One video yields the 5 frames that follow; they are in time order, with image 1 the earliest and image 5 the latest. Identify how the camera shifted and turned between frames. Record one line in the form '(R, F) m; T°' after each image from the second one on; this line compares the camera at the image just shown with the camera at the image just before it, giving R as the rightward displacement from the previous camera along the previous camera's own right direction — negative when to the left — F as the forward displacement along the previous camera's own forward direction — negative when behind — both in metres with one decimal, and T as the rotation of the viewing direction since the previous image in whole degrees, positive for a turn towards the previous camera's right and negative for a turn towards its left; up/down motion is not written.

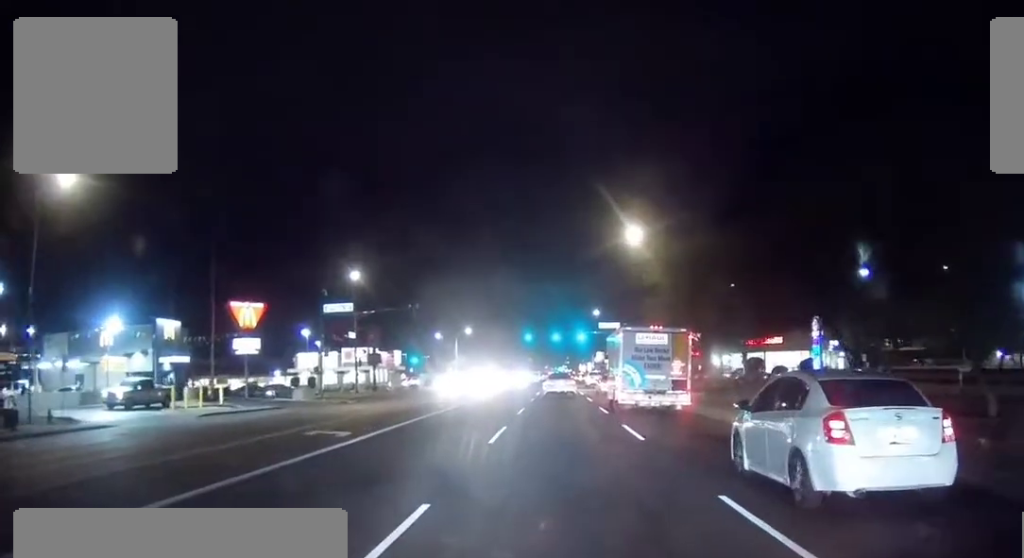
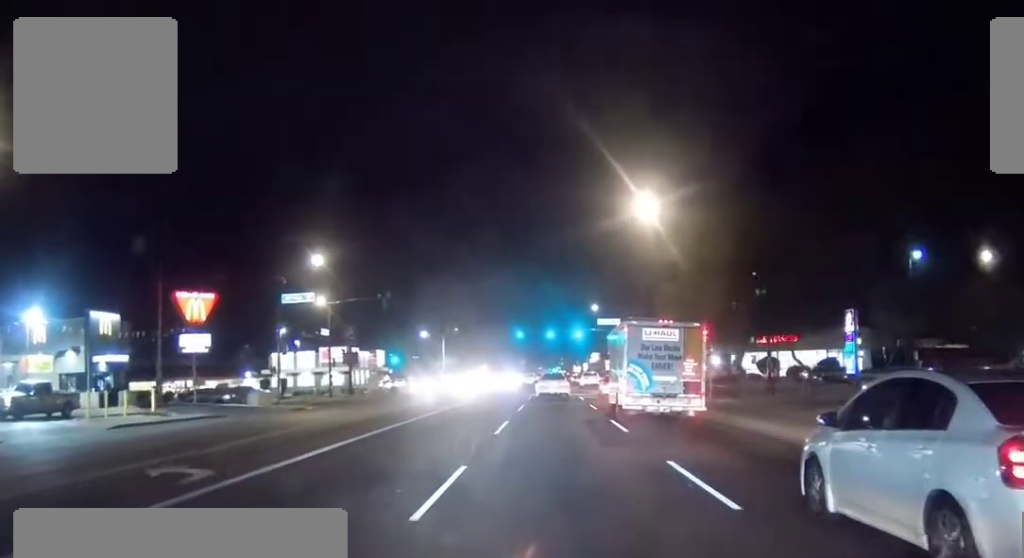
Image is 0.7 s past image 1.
(0.0, +8.9) m; 0°
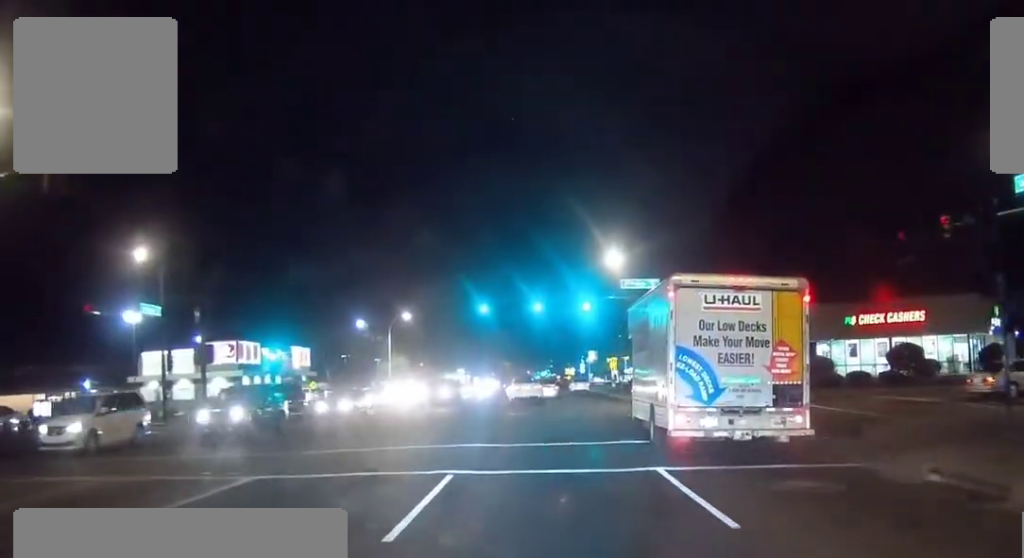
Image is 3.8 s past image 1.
(-0.8, +36.4) m; 0°
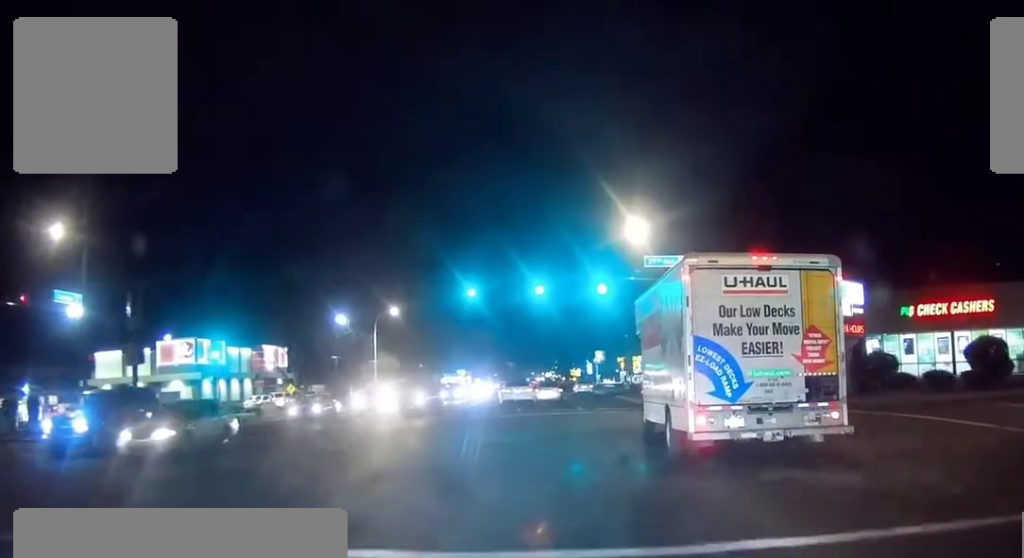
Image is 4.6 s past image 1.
(0.0, +9.9) m; 0°
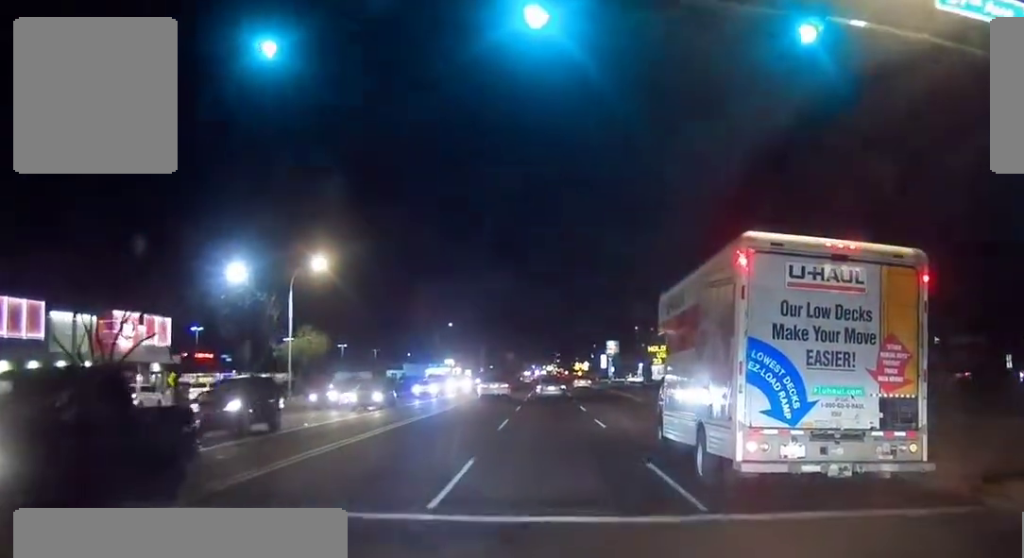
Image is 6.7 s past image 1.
(0.0, +28.4) m; 0°
